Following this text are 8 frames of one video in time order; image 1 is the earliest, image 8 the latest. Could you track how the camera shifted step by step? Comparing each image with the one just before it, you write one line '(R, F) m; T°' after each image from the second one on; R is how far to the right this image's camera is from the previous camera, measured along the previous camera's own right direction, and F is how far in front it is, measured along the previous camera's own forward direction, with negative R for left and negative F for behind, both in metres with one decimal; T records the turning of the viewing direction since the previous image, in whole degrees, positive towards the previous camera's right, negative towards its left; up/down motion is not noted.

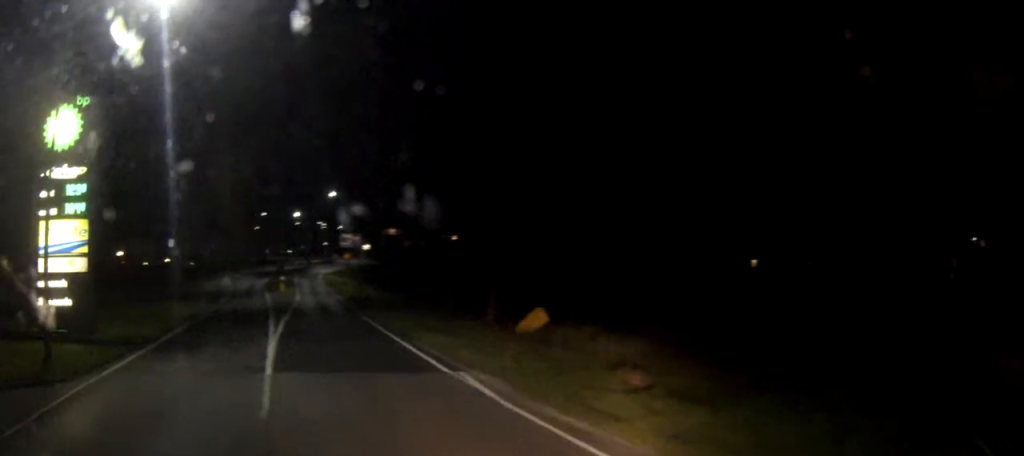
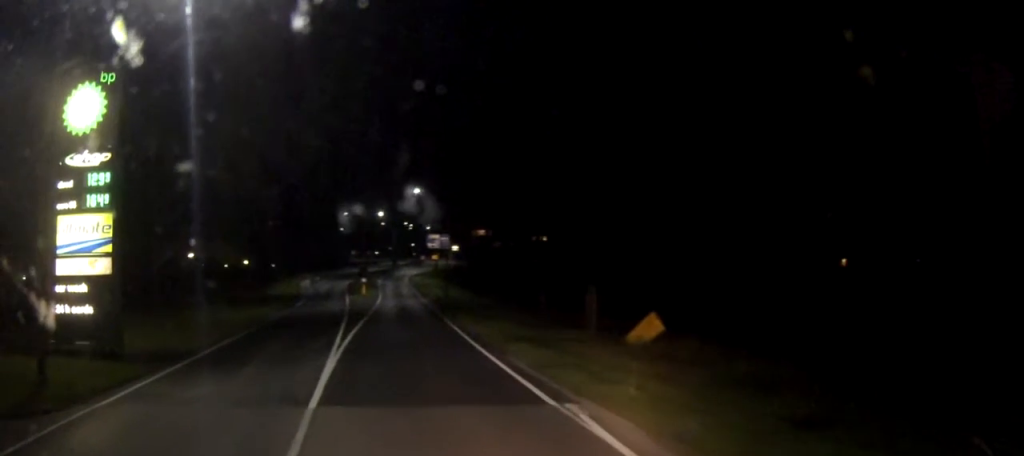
(-0.1, +3.5) m; -3°
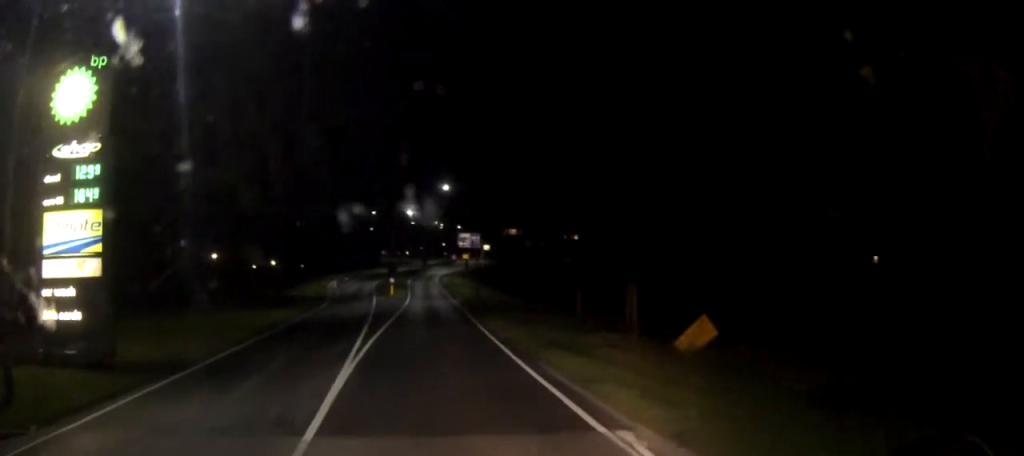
(0.0, +2.1) m; -2°
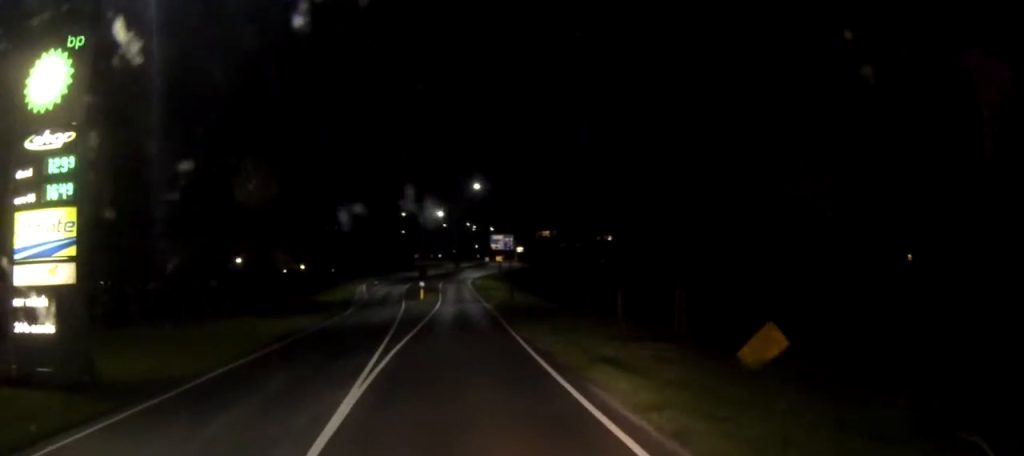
(-0.1, +2.7) m; -2°
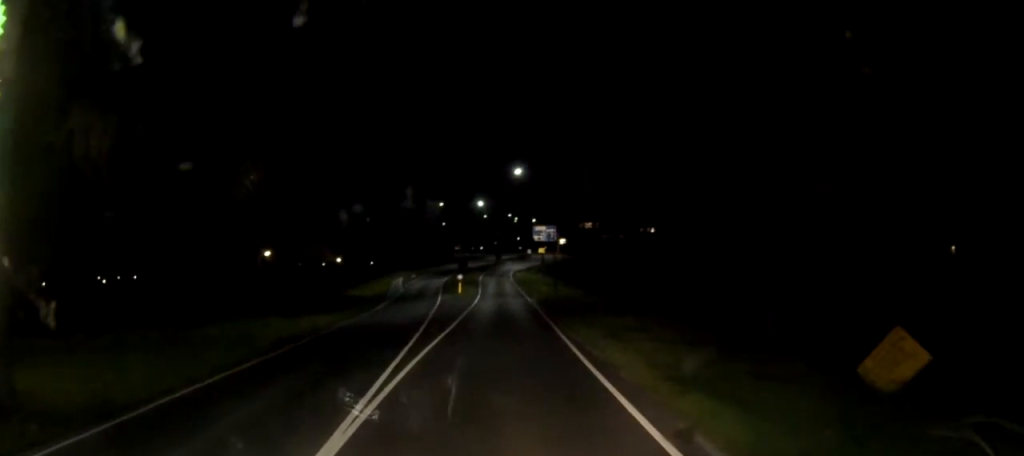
(-0.1, +4.2) m; -1°
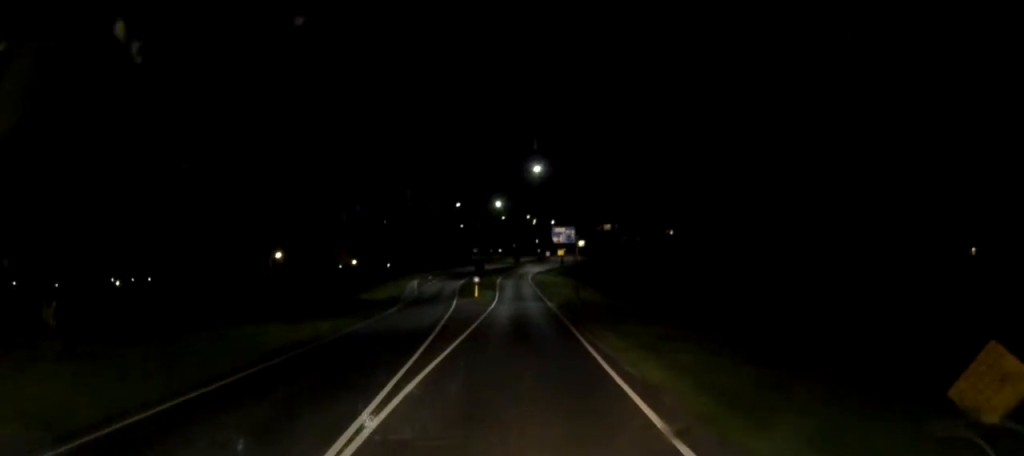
(0.0, +2.3) m; 0°
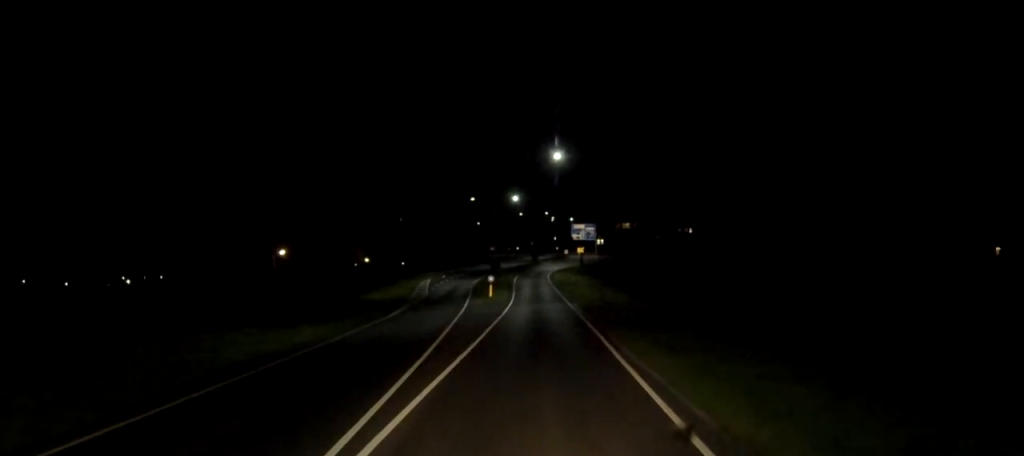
(0.0, +4.5) m; 0°
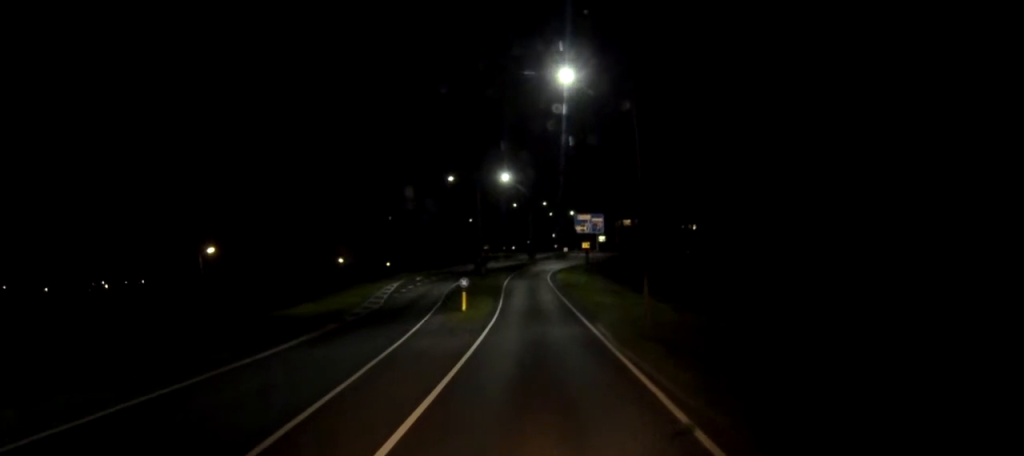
(0.0, +17.1) m; 0°
